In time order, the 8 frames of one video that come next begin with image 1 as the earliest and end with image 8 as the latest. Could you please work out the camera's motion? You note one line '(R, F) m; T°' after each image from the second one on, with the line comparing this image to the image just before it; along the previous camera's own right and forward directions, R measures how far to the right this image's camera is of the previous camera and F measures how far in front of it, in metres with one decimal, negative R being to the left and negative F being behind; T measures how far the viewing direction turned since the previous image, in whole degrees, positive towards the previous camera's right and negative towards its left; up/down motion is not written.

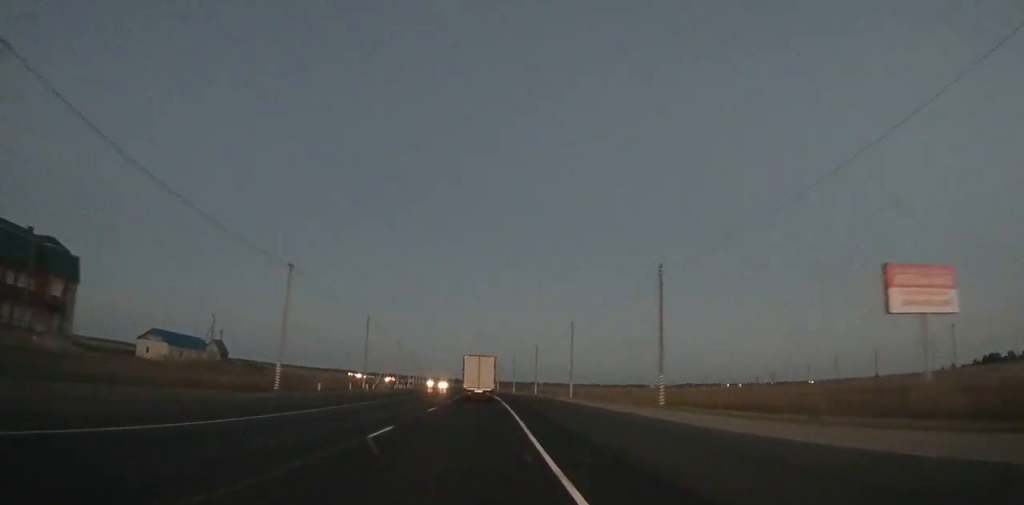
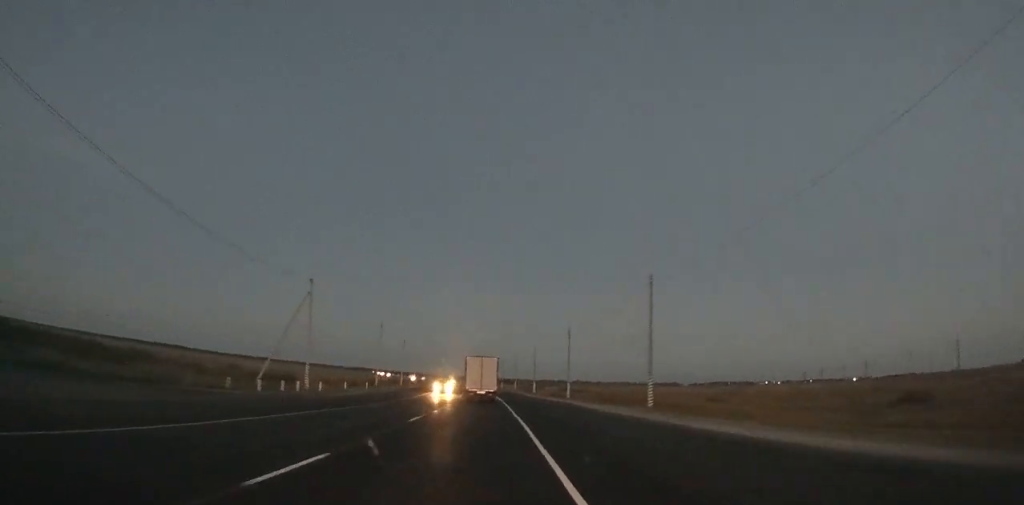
(-0.7, +67.8) m; -2°
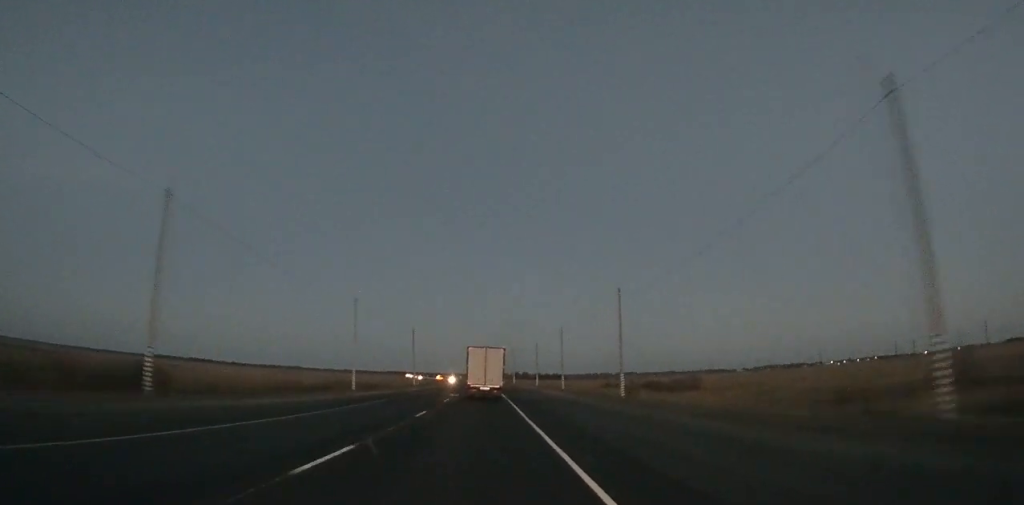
(-4.7, +129.4) m; -4°
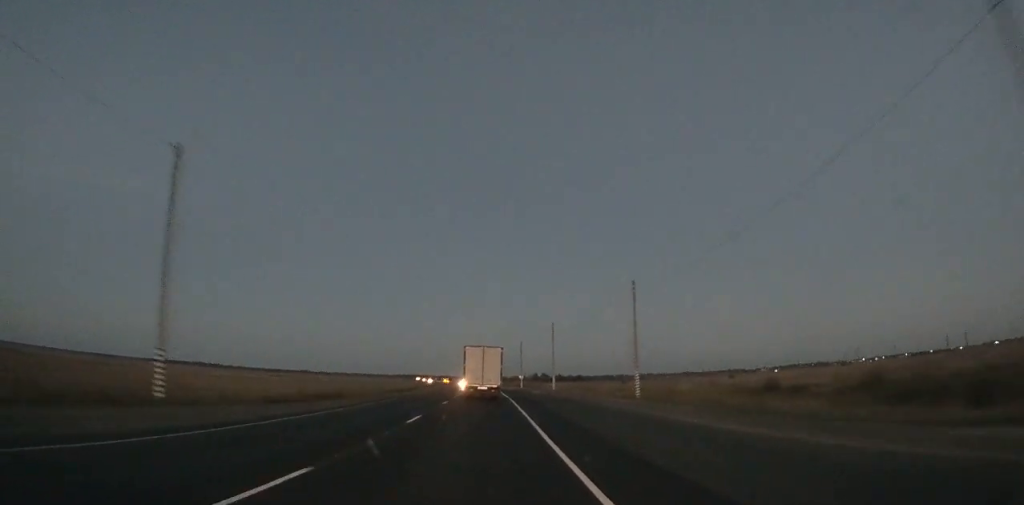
(-1.1, +75.1) m; -2°
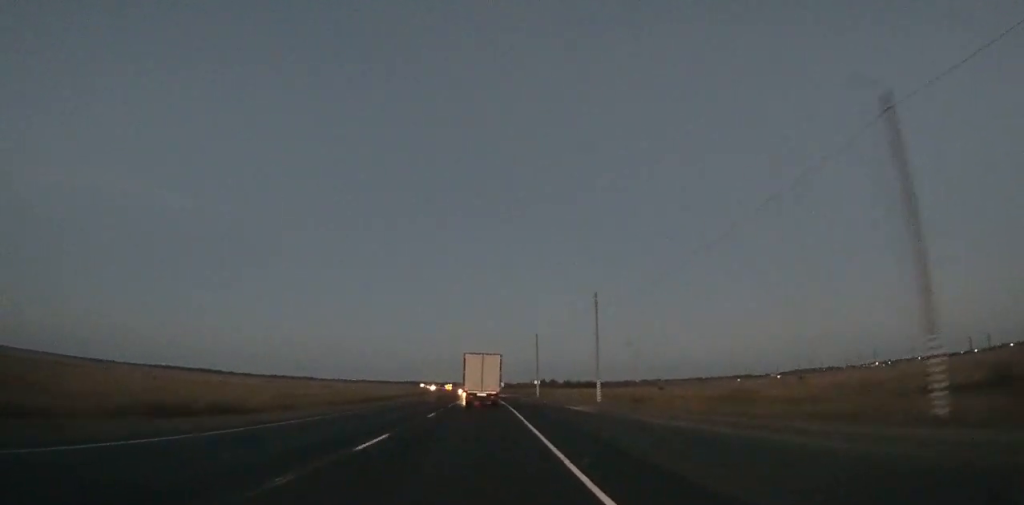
(-0.3, +30.0) m; -1°
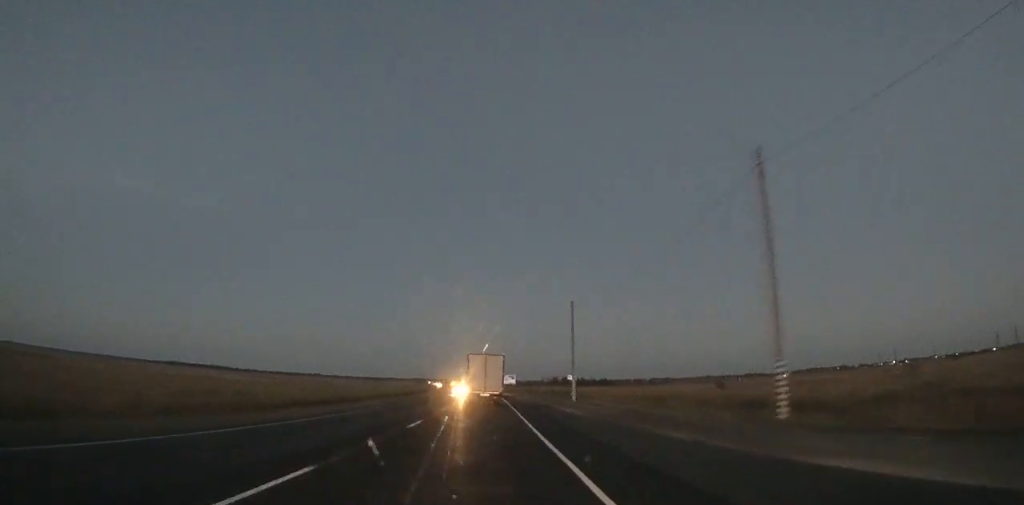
(-0.2, +30.0) m; -1°
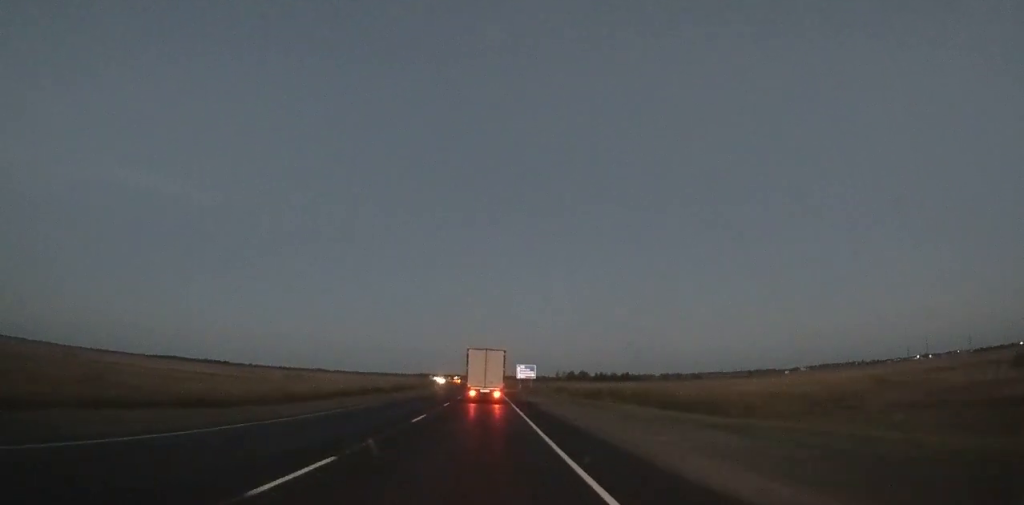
(-0.4, +58.7) m; -1°
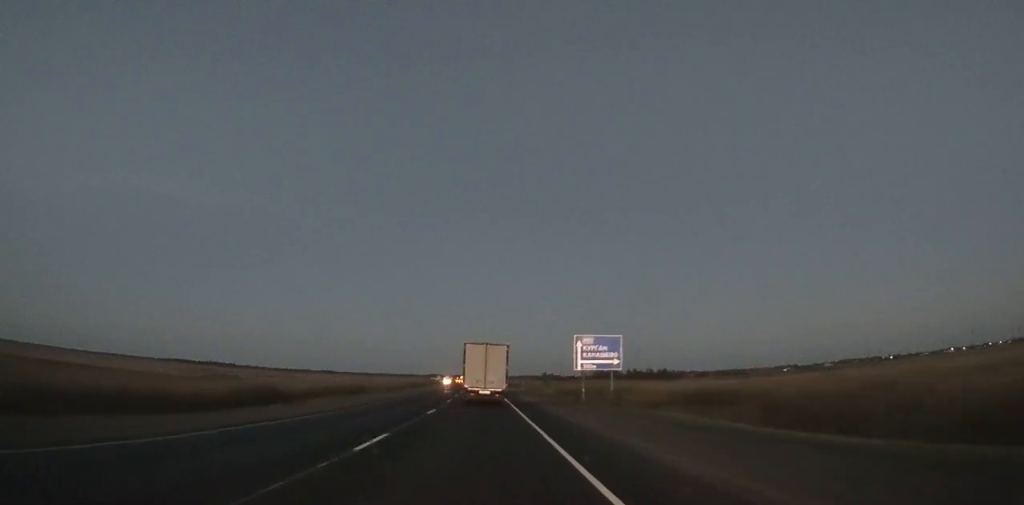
(-0.7, +67.3) m; -1°
